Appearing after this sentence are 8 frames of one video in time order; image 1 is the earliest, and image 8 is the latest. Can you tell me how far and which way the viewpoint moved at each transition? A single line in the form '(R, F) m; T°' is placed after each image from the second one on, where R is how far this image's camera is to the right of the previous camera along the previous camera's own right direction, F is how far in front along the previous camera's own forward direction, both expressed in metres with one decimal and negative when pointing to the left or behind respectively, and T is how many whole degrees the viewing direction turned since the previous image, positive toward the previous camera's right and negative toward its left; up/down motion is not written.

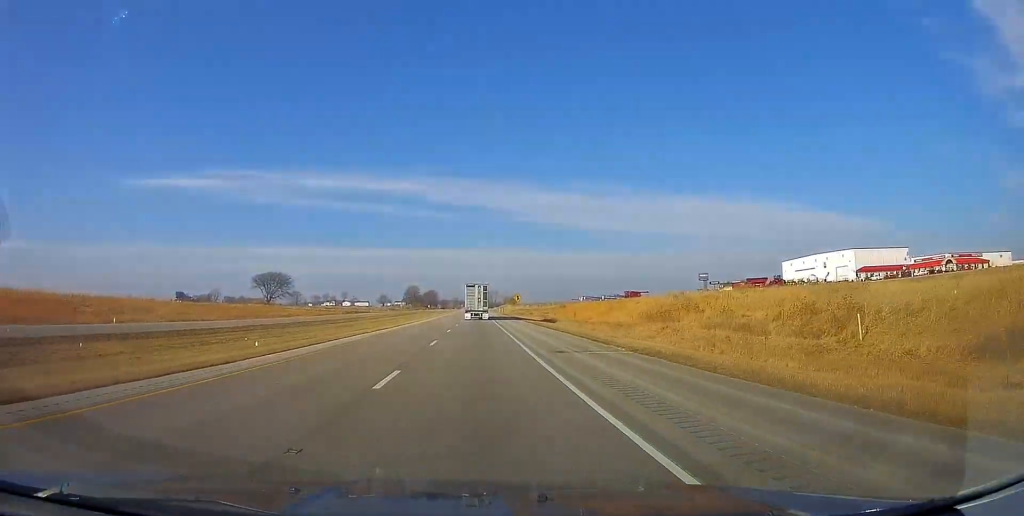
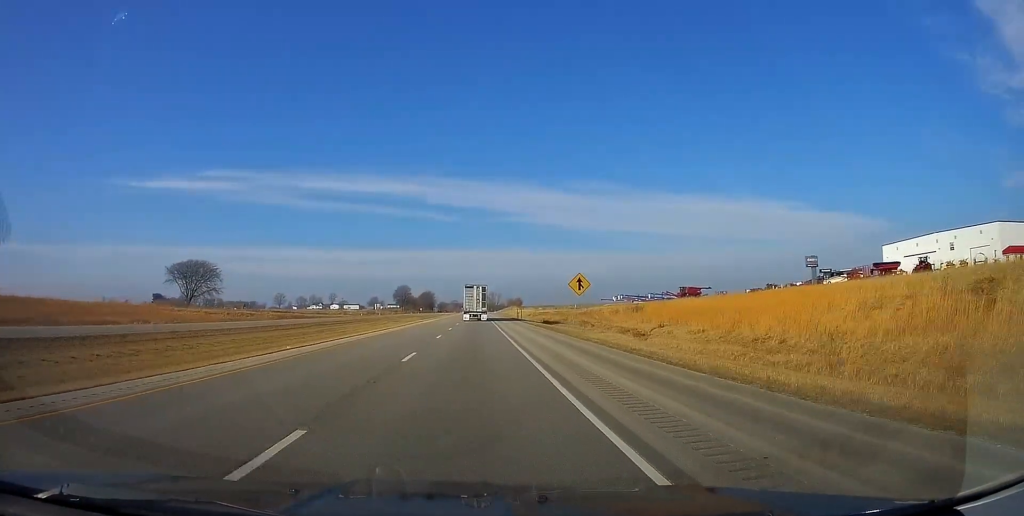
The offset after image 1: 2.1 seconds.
(0.0, +69.9) m; 0°
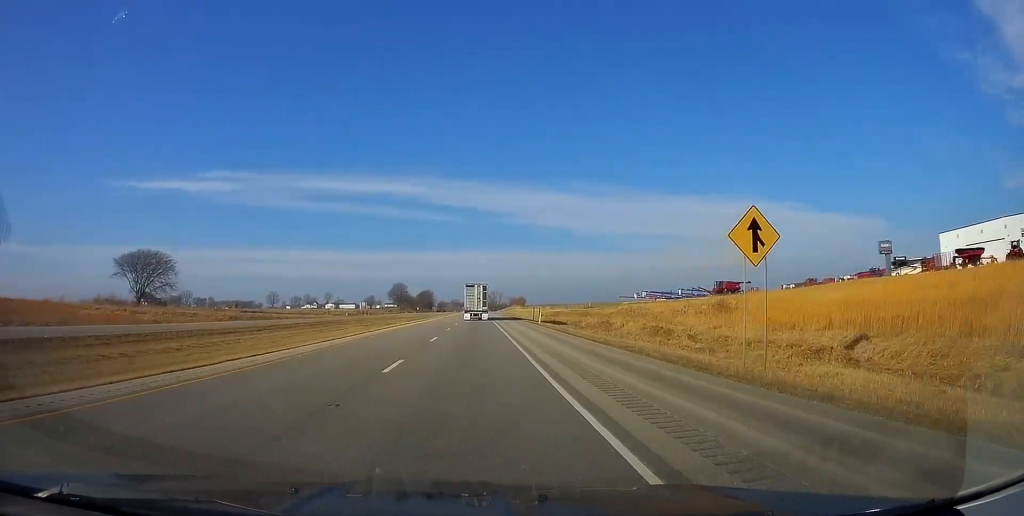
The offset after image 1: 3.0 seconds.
(0.0, +28.4) m; 0°
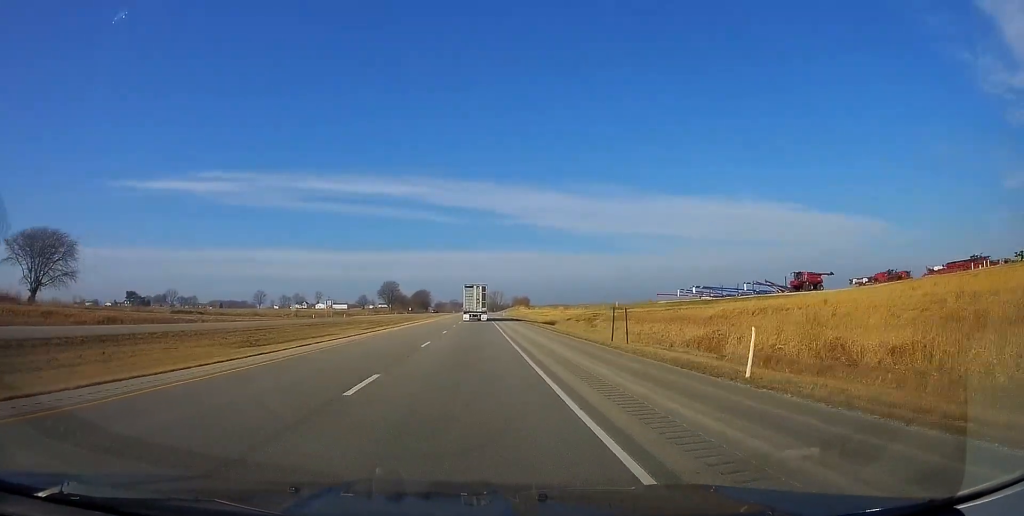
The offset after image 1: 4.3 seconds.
(0.0, +41.5) m; 0°
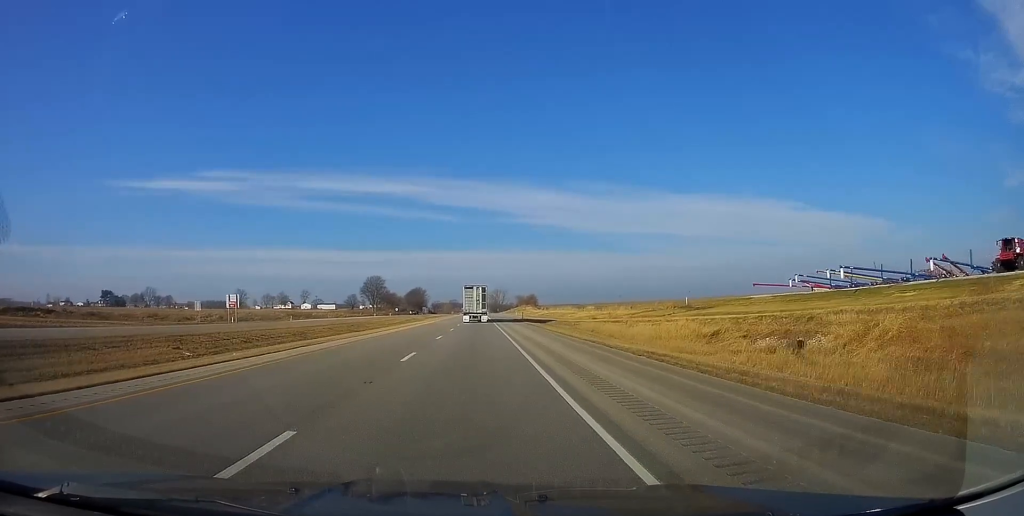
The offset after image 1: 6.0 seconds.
(0.0, +56.6) m; 0°
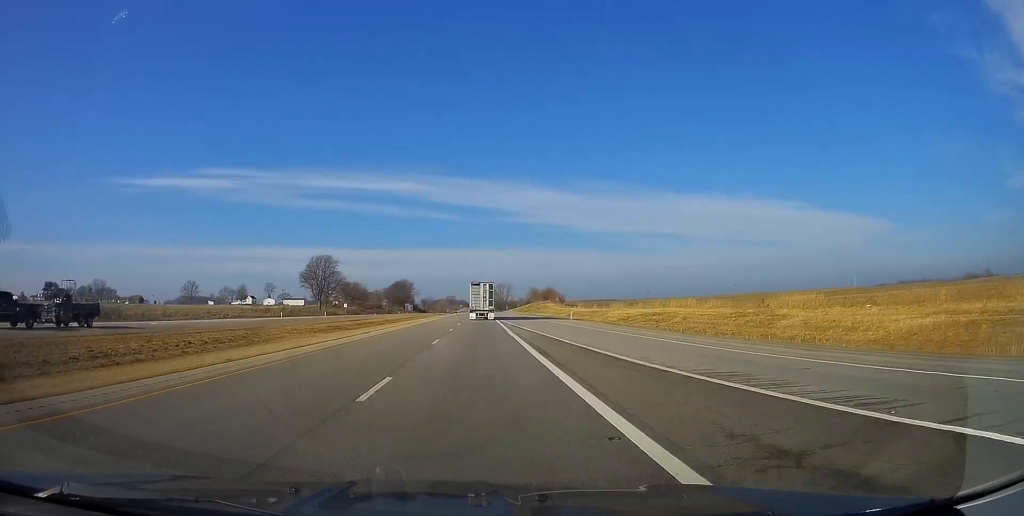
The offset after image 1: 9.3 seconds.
(-0.3, +107.4) m; 0°
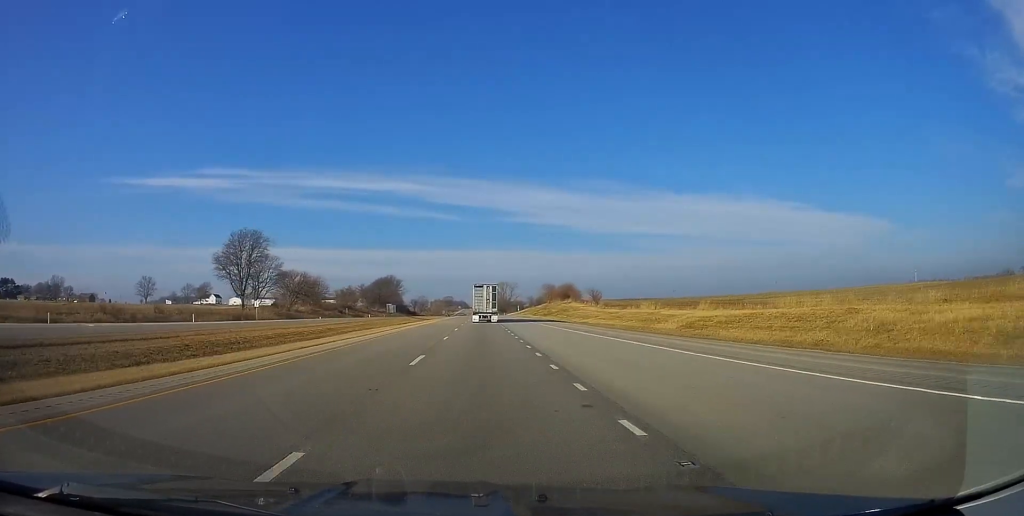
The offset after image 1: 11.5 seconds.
(-0.3, +70.8) m; 0°
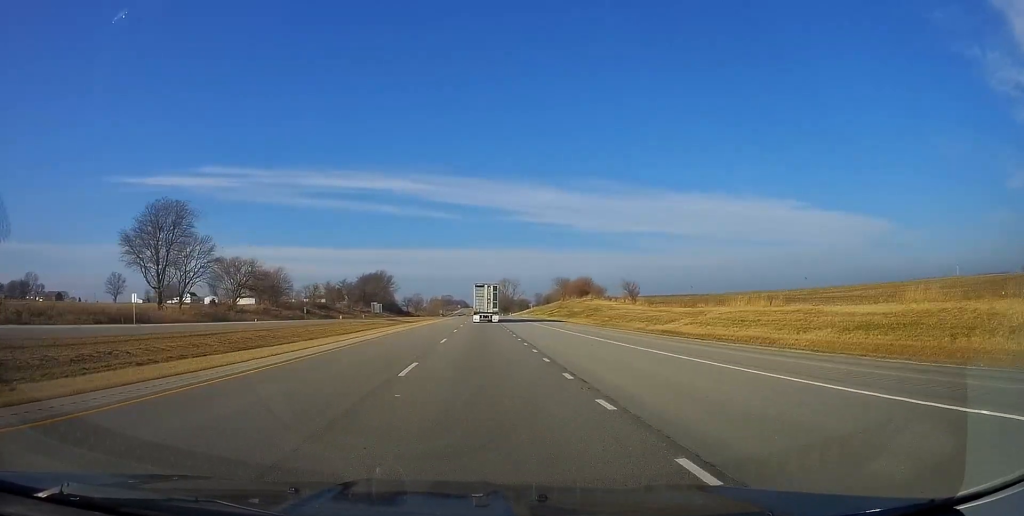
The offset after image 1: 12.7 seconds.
(+0.2, +40.3) m; 0°
